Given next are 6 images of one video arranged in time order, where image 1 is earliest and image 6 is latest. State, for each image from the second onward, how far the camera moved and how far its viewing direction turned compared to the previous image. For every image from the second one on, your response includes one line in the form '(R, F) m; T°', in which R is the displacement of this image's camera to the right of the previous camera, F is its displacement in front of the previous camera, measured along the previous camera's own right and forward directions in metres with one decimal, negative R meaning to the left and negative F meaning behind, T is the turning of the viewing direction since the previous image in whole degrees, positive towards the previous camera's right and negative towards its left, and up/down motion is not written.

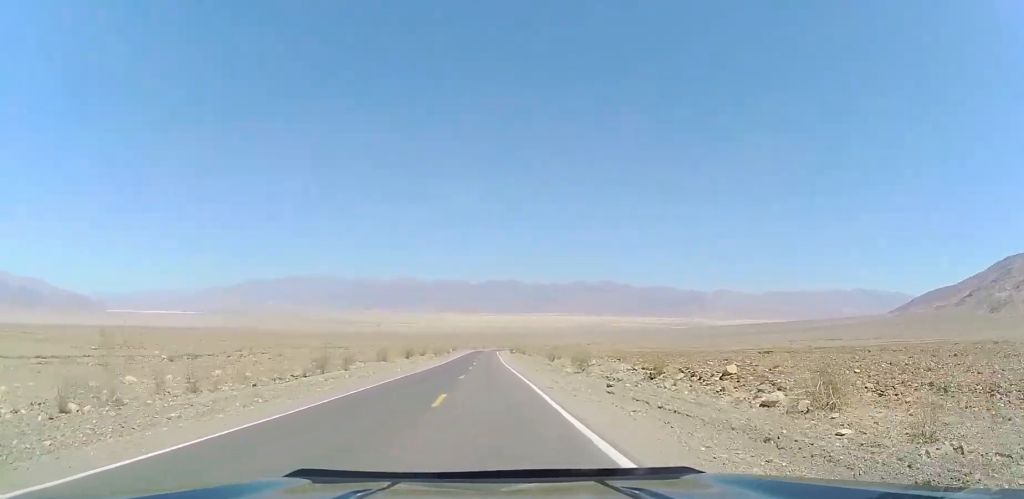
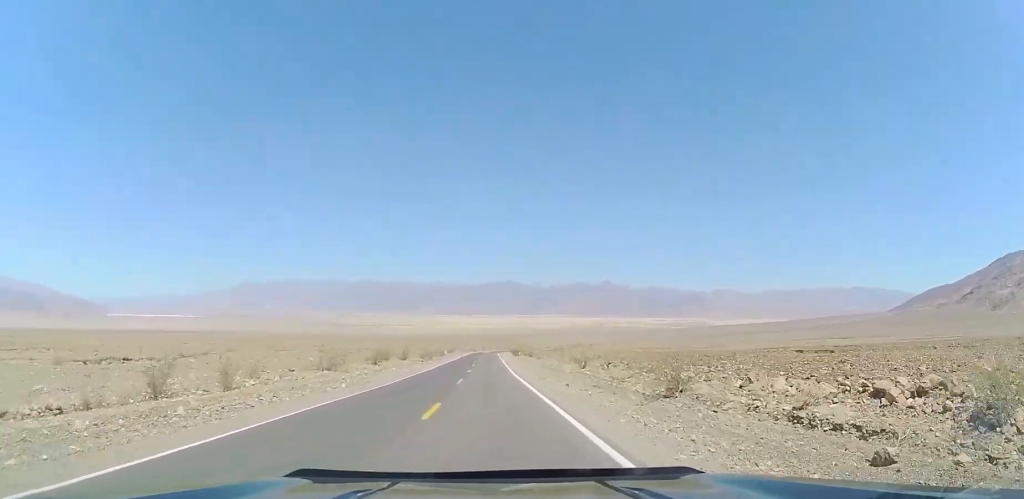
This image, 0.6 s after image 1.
(0.0, +16.7) m; 0°
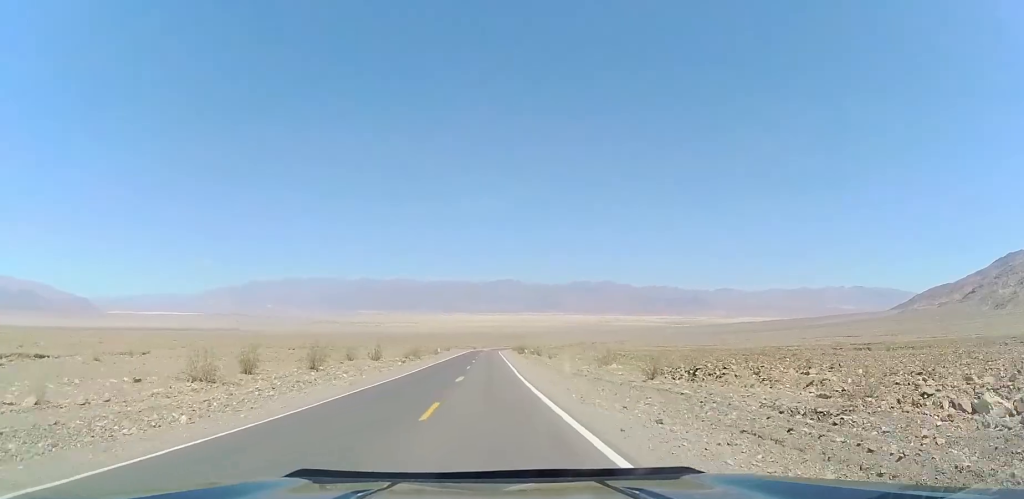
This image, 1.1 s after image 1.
(0.0, +14.7) m; 0°
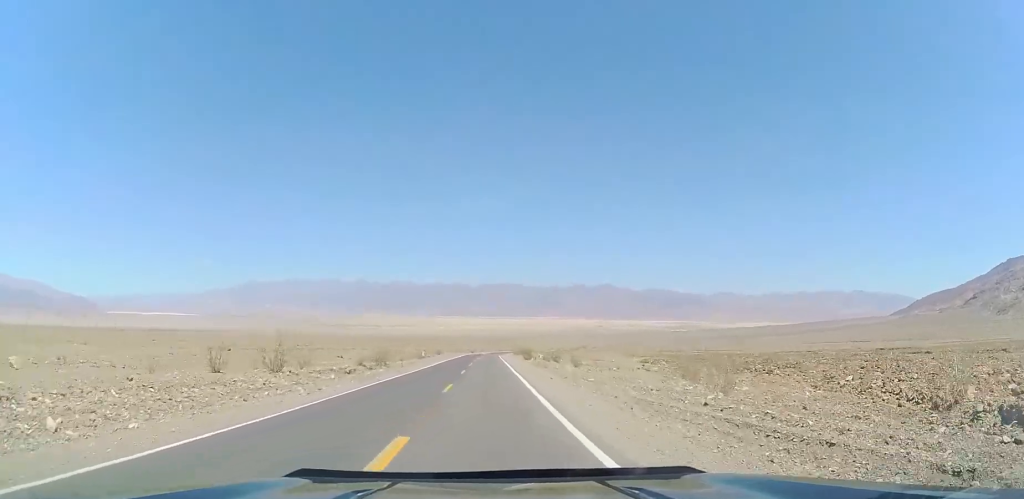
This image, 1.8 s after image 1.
(+0.2, +20.9) m; 0°
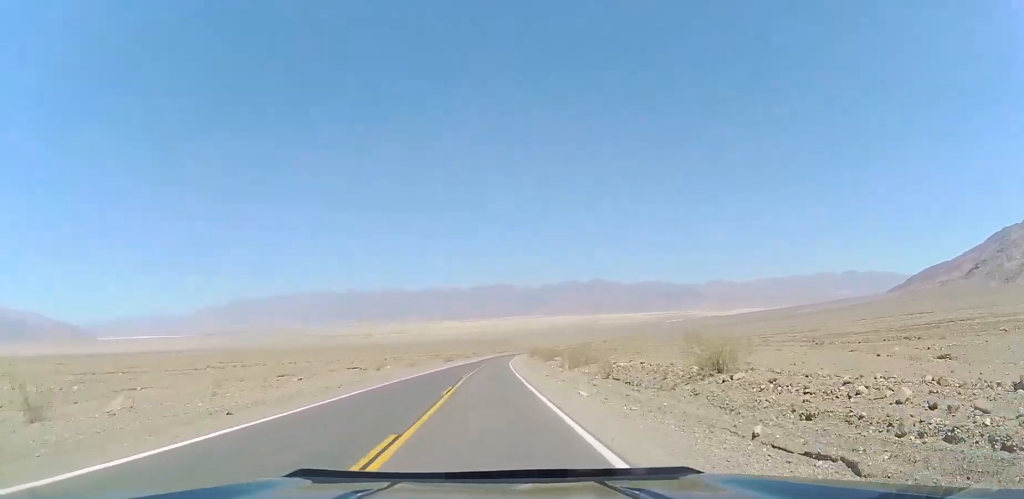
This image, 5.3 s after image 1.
(-0.3, +106.4) m; +1°
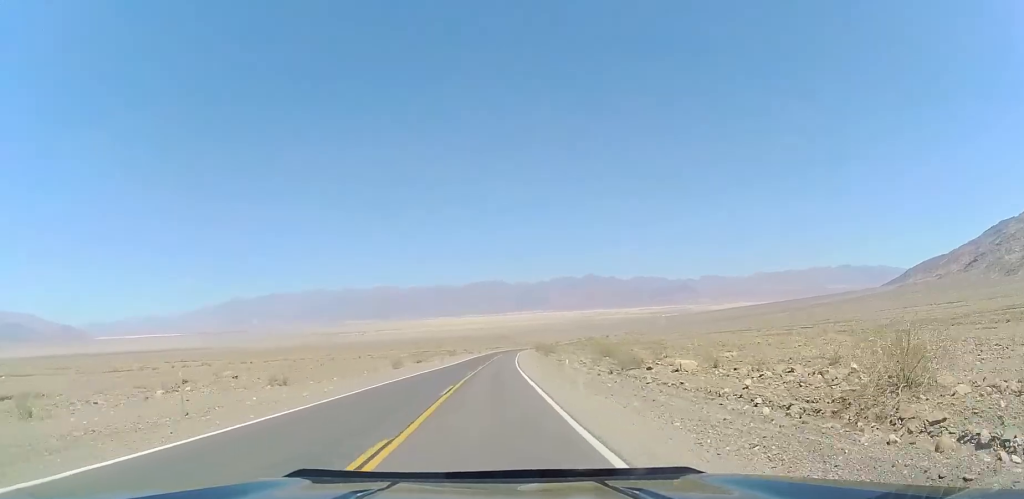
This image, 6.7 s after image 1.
(0.0, +45.1) m; 0°
